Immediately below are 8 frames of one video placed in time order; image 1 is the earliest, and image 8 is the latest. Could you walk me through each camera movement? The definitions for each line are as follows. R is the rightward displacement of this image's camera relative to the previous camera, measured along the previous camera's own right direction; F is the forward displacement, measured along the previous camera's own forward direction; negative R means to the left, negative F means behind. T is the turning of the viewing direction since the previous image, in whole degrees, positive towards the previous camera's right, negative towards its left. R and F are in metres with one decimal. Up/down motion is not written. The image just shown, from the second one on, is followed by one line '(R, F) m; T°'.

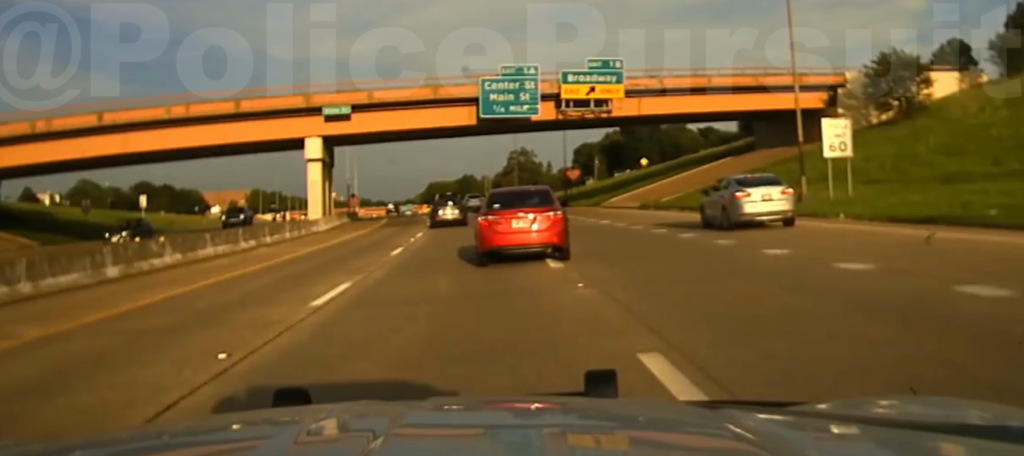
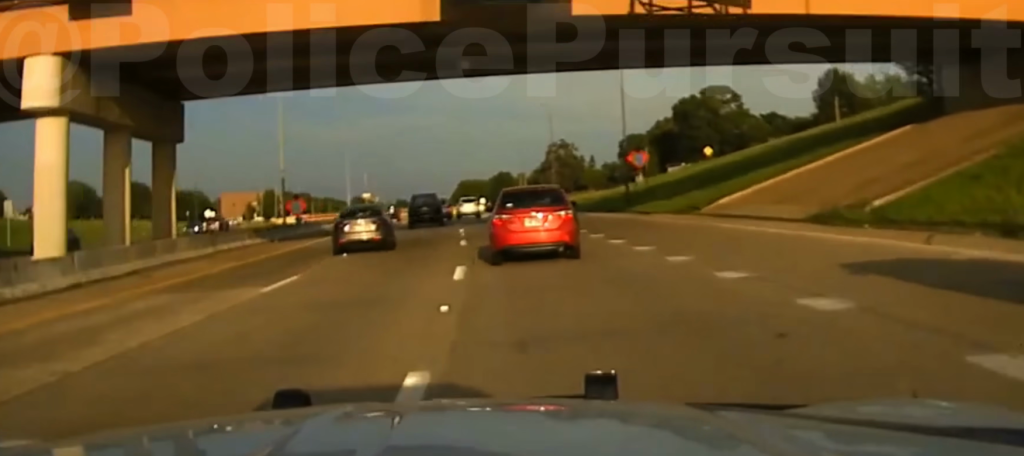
(-0.6, +33.1) m; -2°
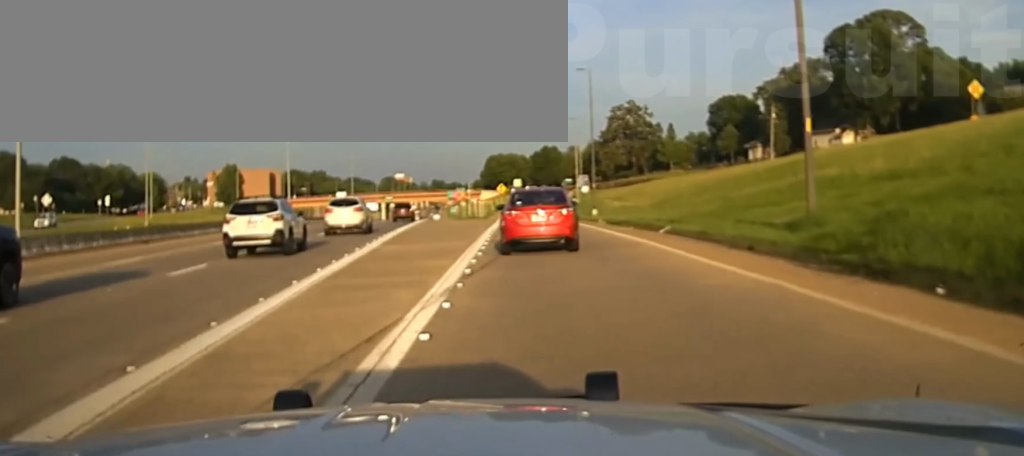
(-2.8, +93.2) m; -2°
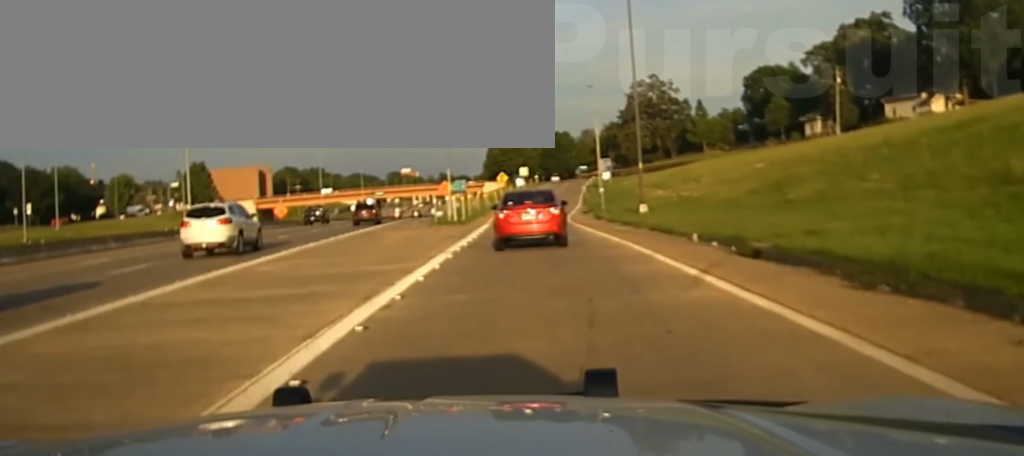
(+0.1, +35.1) m; 0°
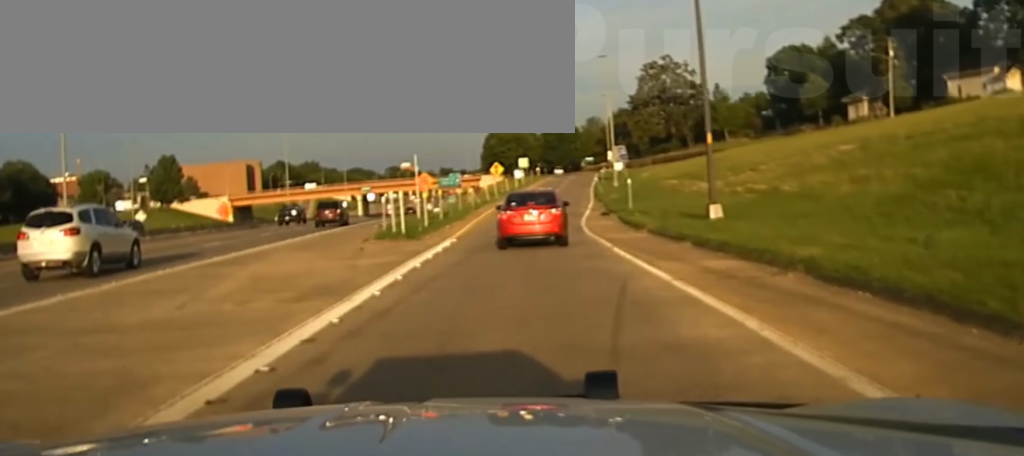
(+0.2, +21.9) m; 0°
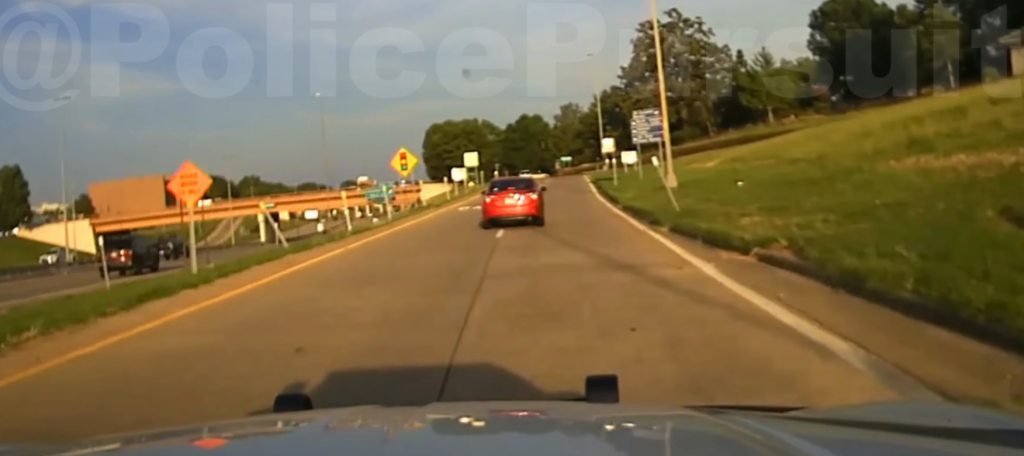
(+0.2, +57.3) m; 0°
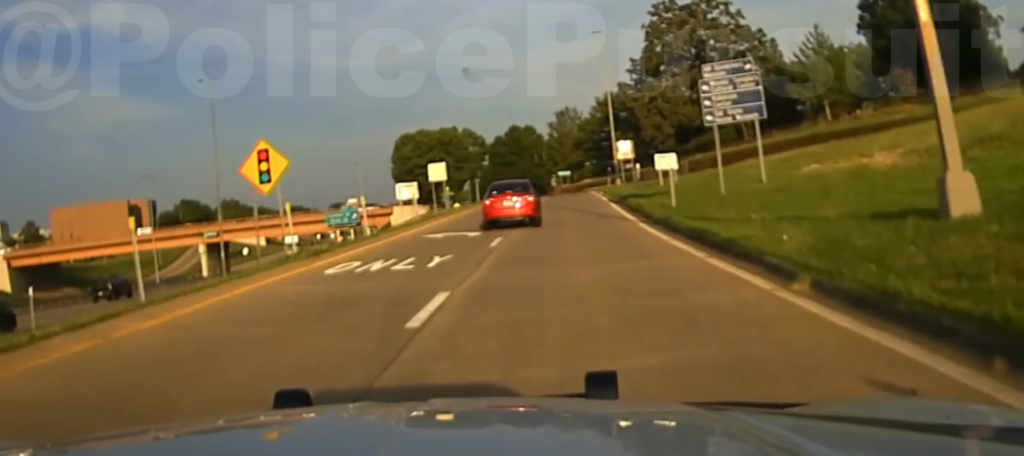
(0.0, +25.2) m; 0°
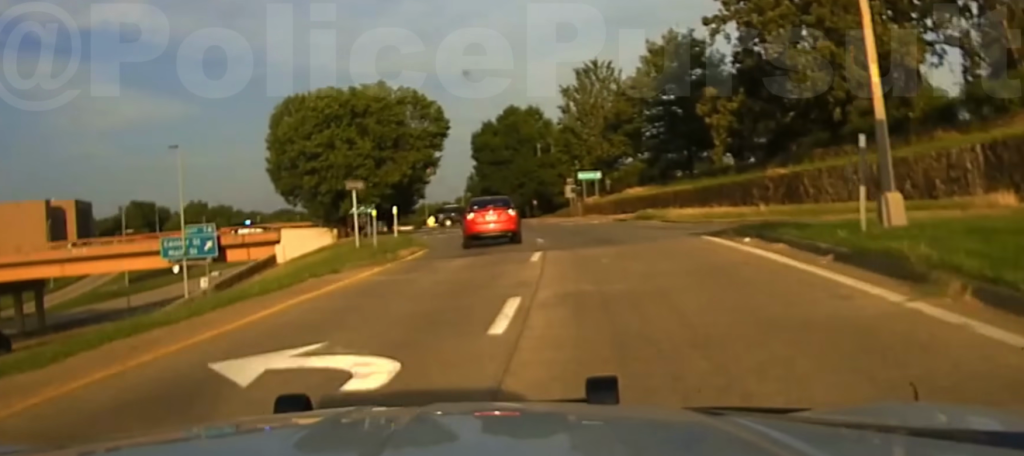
(-0.8, +52.6) m; -4°
